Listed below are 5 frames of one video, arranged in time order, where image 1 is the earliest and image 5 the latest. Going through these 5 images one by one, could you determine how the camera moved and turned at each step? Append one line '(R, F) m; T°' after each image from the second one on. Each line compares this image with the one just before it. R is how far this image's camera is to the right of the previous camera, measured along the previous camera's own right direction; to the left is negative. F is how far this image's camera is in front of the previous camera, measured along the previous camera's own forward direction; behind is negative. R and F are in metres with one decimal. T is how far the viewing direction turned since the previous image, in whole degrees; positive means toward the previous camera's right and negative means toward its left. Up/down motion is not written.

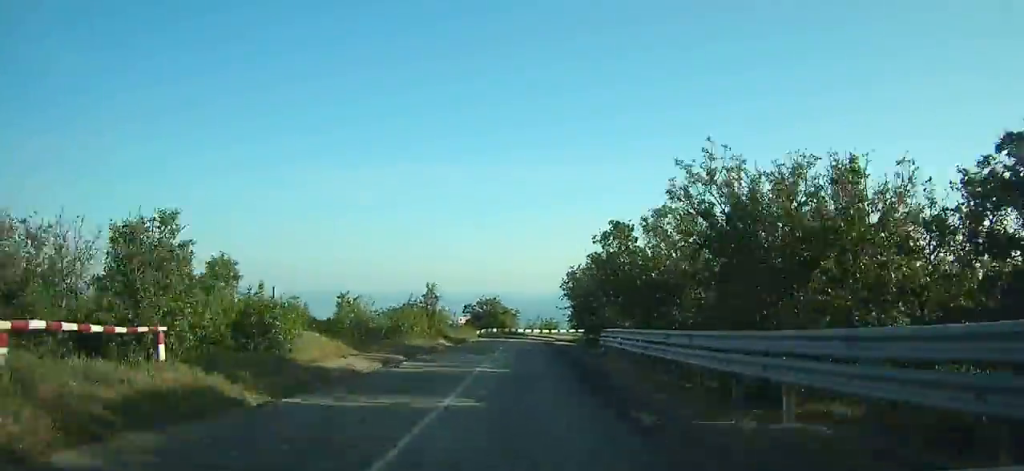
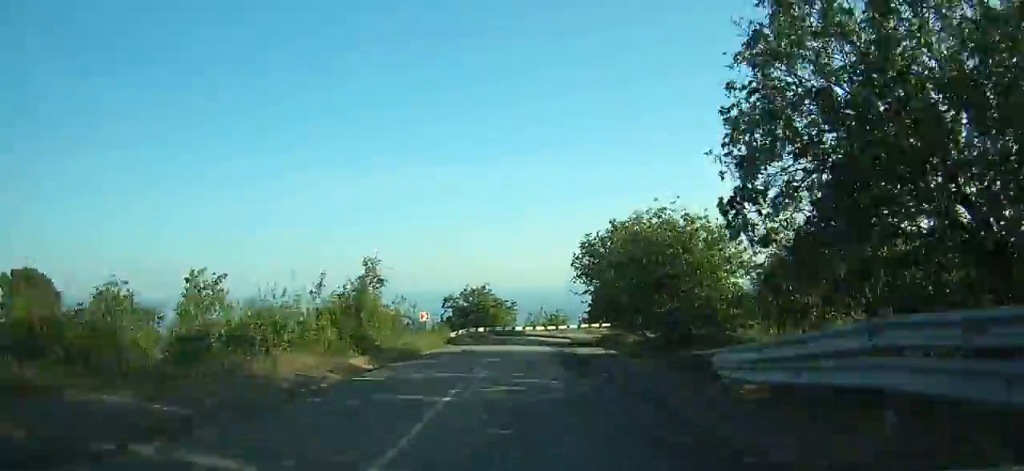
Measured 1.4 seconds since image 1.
(-0.2, +18.9) m; 0°
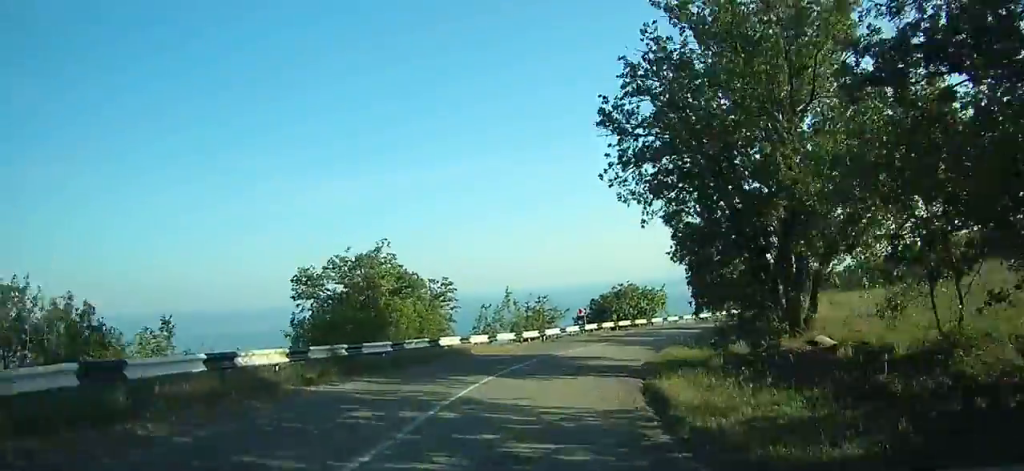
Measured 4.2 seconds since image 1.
(+0.6, +36.3) m; +7°
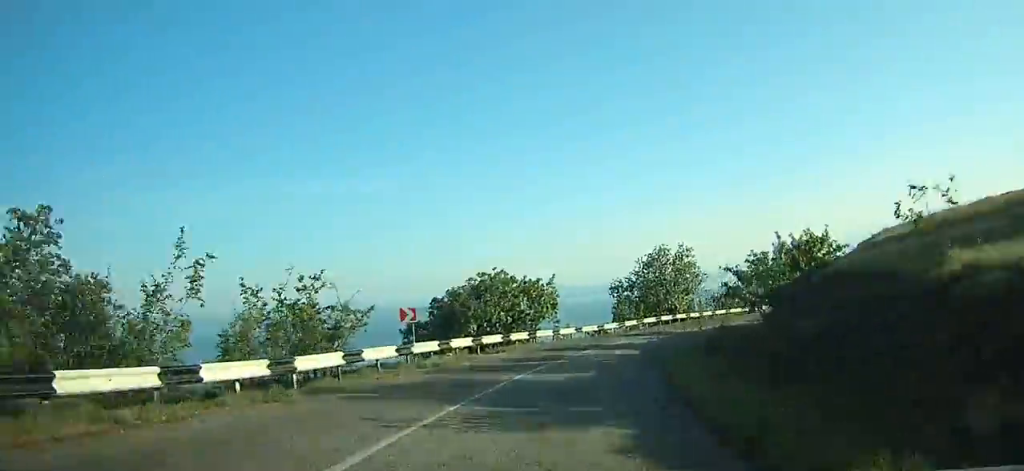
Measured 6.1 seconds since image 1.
(+1.4, +23.0) m; +11°
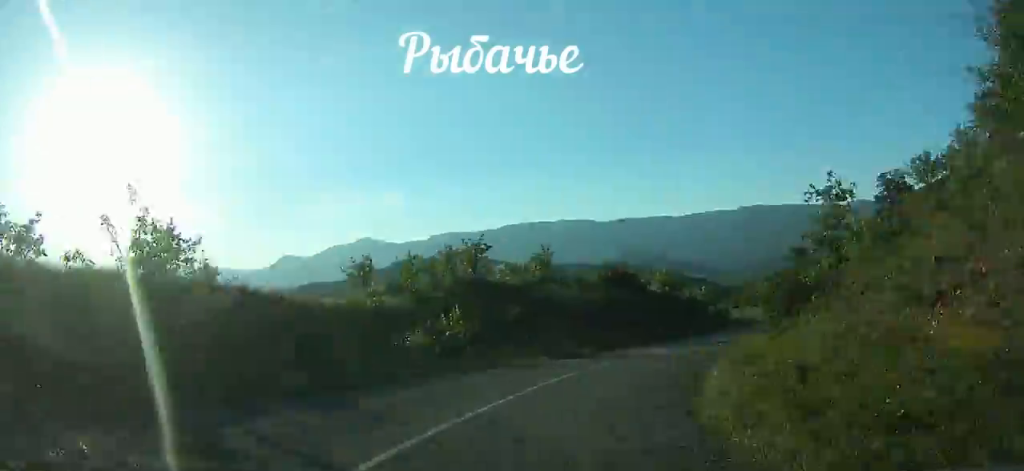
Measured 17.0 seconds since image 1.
(+82.0, +61.5) m; +123°
